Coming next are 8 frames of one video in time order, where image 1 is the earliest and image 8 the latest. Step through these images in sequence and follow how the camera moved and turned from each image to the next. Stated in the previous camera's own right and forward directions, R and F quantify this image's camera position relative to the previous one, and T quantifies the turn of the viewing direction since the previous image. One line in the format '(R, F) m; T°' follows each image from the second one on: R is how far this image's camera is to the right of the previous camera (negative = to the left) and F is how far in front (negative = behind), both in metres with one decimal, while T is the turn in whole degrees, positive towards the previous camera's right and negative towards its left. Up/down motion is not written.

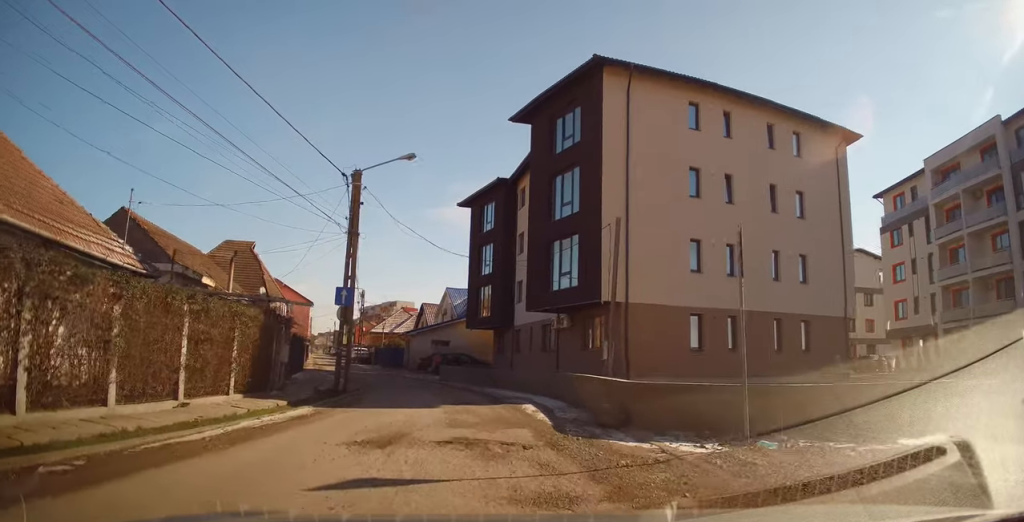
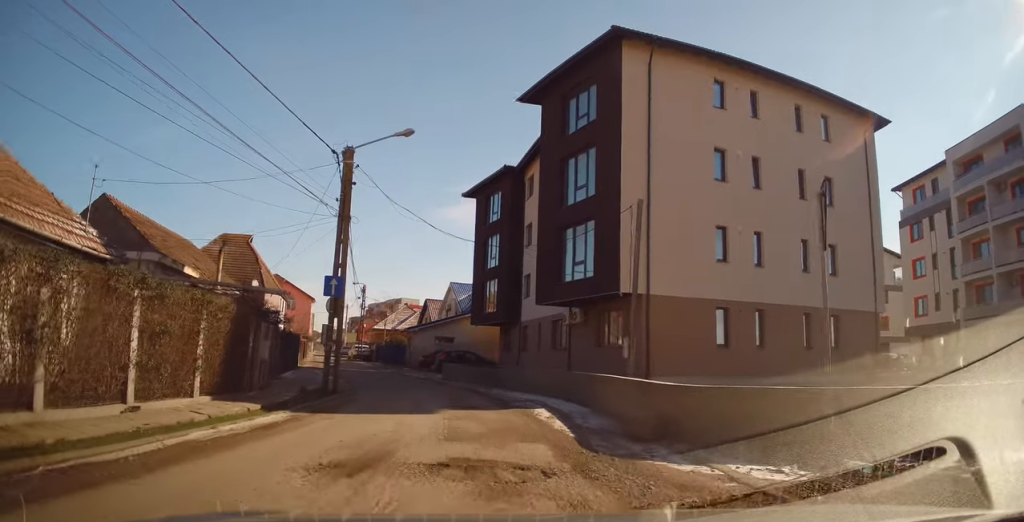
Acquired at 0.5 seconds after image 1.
(0.0, +1.5) m; +1°
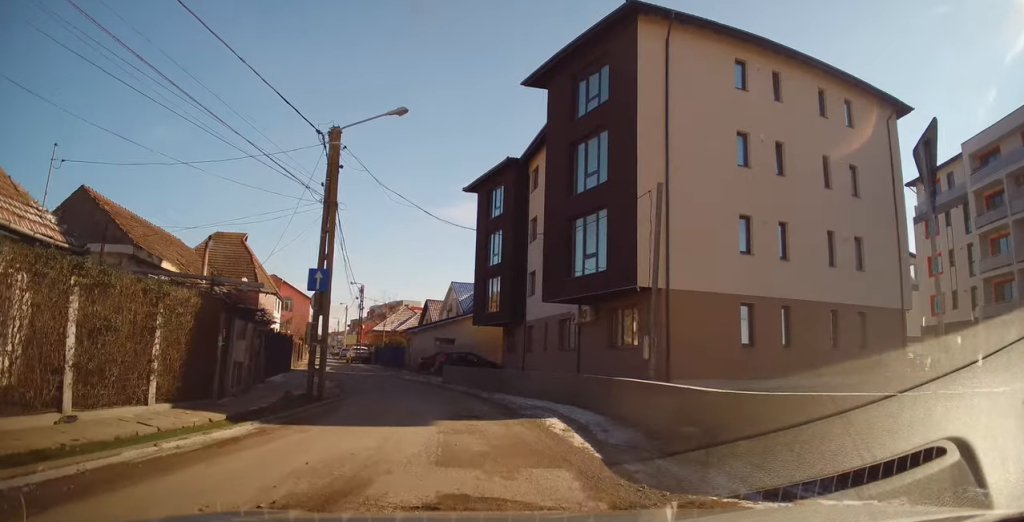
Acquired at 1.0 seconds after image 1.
(0.0, +1.4) m; +3°
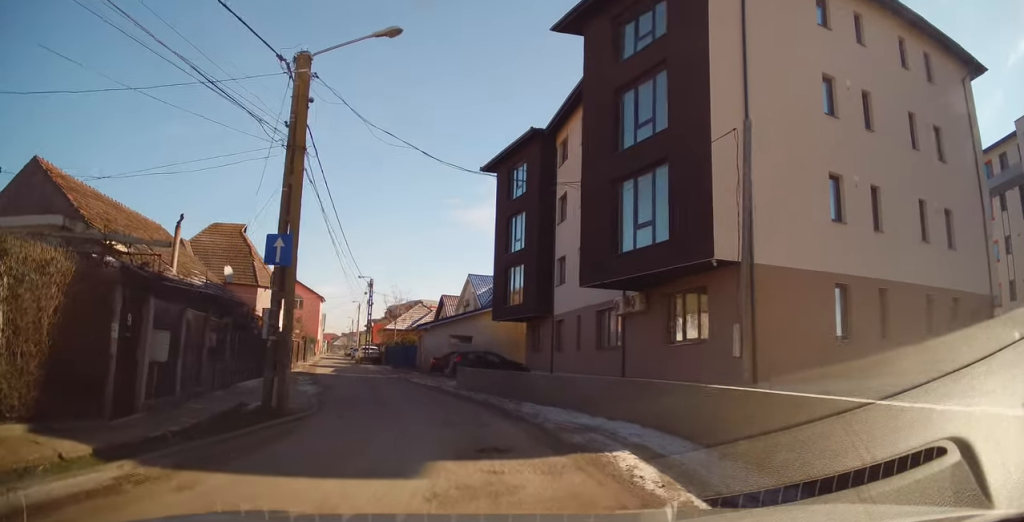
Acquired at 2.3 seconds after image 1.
(+0.4, +3.8) m; +4°
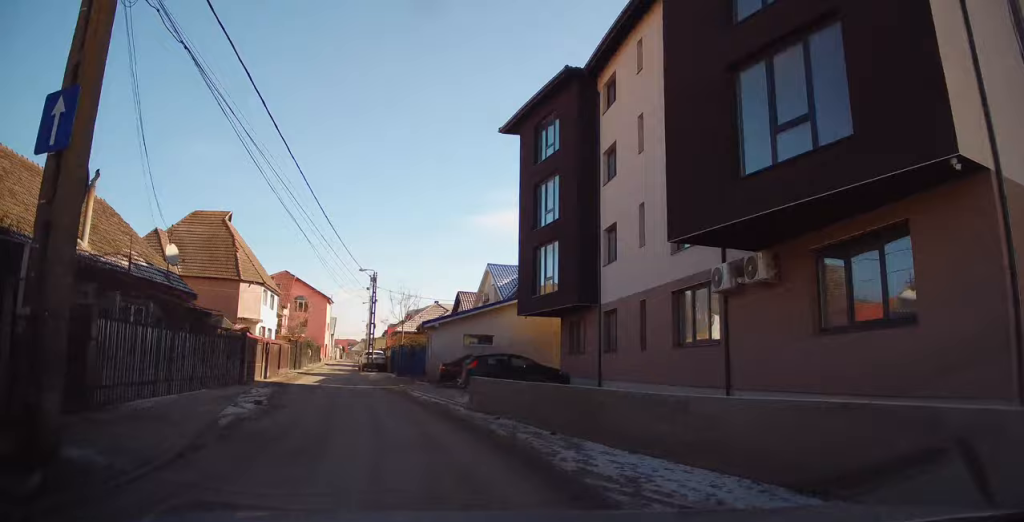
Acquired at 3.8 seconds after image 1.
(-0.6, +5.8) m; -12°
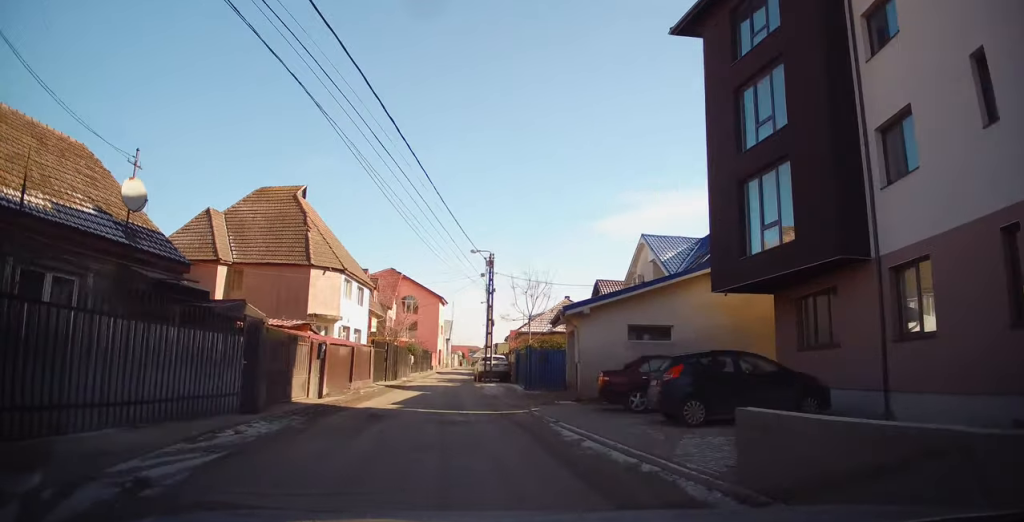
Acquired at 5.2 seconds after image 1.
(-0.3, +7.9) m; -6°
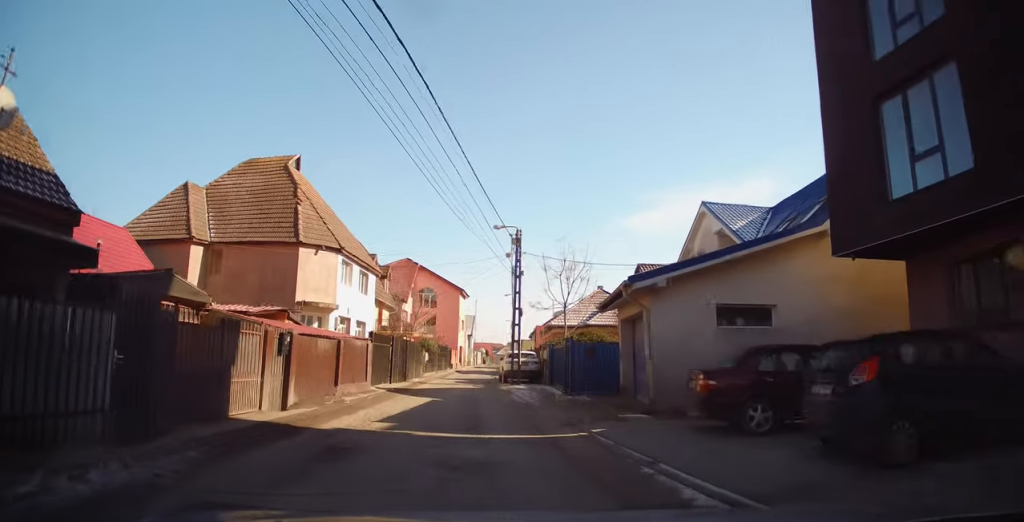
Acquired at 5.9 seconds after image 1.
(-0.1, +4.2) m; -4°
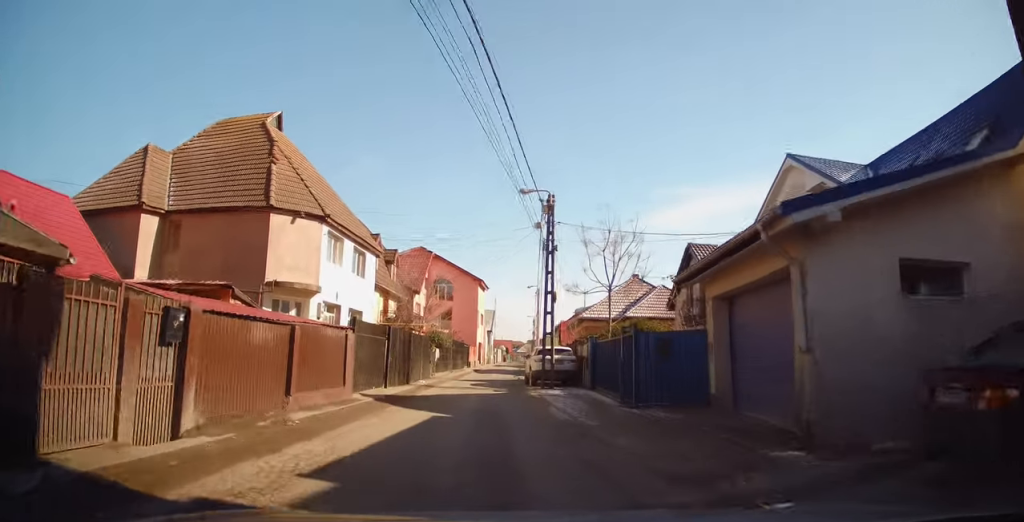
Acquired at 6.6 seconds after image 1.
(-0.3, +4.8) m; -3°
